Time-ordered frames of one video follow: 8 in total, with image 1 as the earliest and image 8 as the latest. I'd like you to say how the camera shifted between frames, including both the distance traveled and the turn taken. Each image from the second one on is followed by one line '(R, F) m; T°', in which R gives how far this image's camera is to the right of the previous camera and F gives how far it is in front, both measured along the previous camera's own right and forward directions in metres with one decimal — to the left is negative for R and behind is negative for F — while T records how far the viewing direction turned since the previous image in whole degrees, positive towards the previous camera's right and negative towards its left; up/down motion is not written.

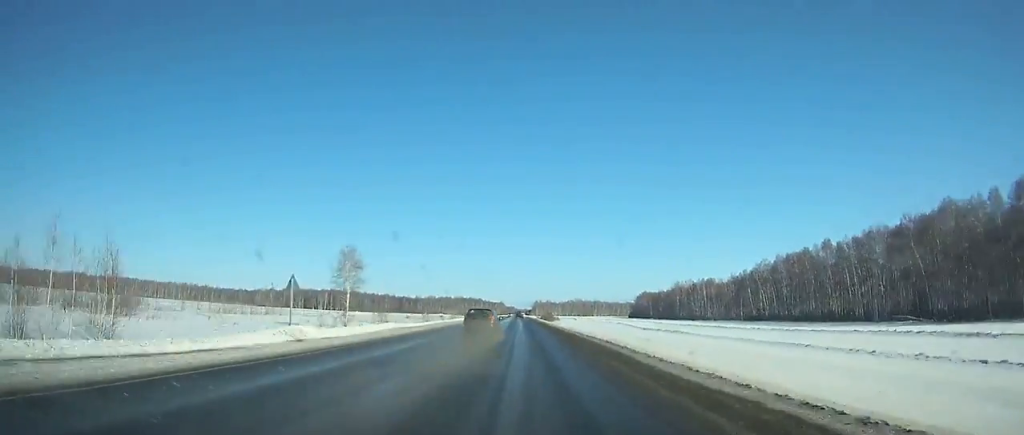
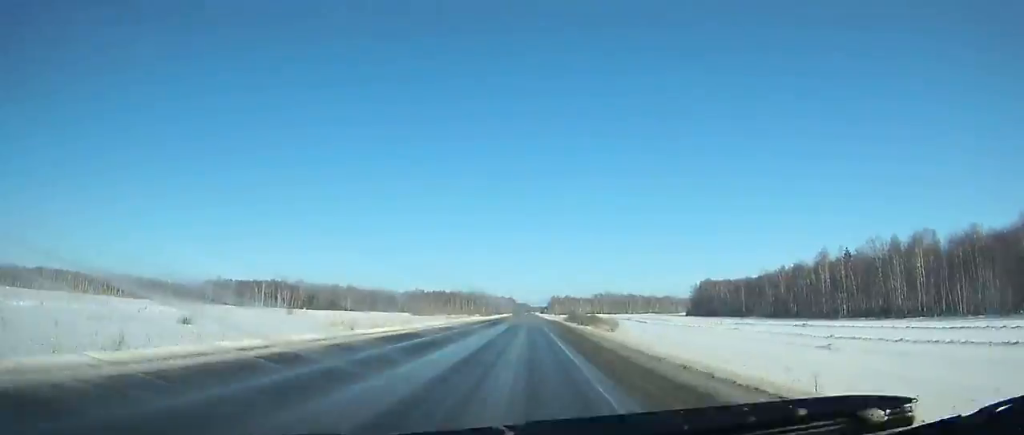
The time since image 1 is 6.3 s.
(-1.8, +162.9) m; -1°
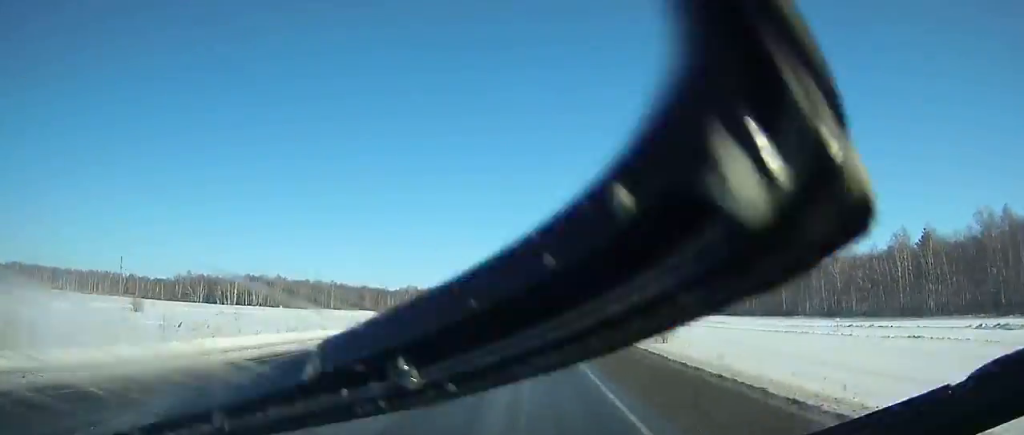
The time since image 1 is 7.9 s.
(-0.1, +40.7) m; 0°
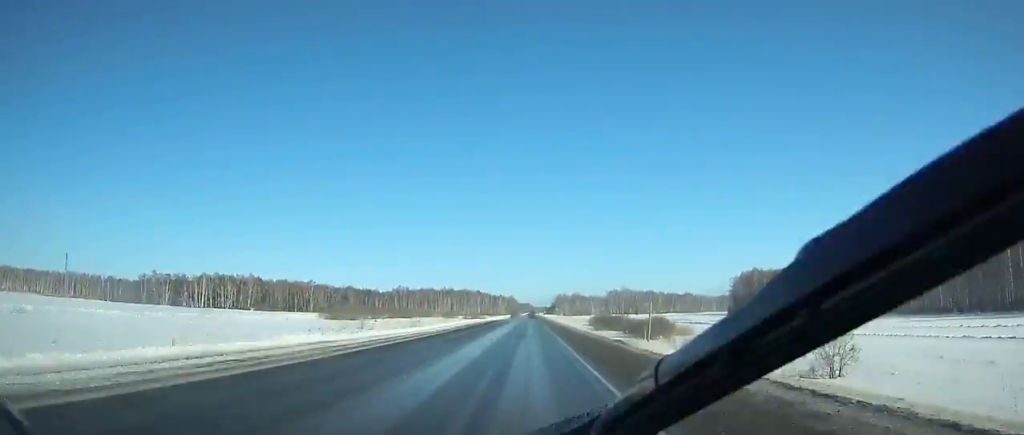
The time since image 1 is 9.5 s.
(0.0, +40.5) m; 0°
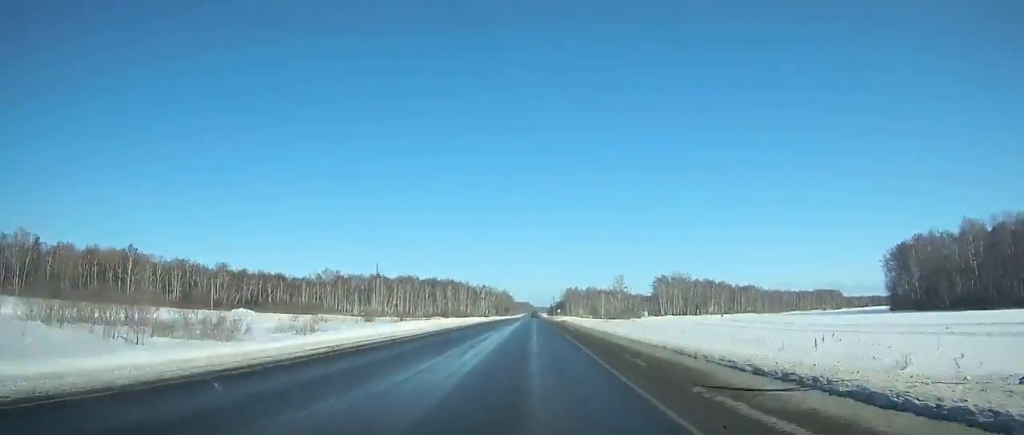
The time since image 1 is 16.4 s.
(+0.2, +171.3) m; 0°
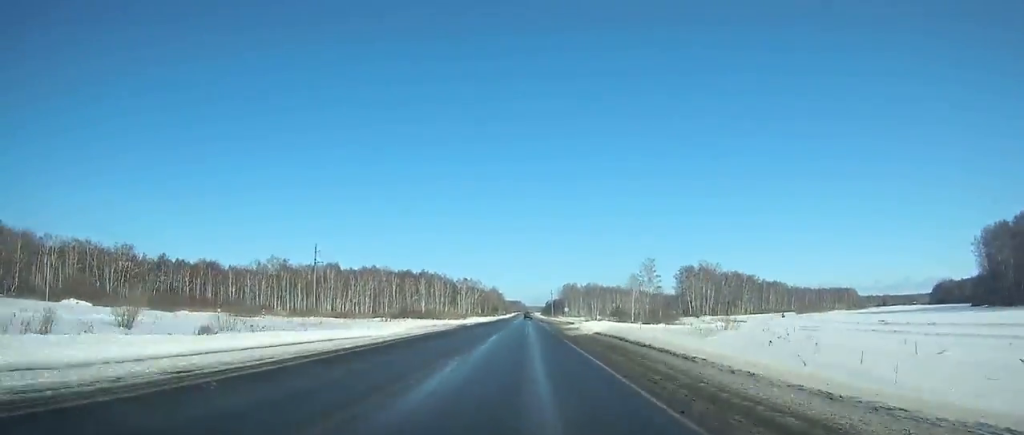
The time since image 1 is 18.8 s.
(+0.2, +58.9) m; 0°
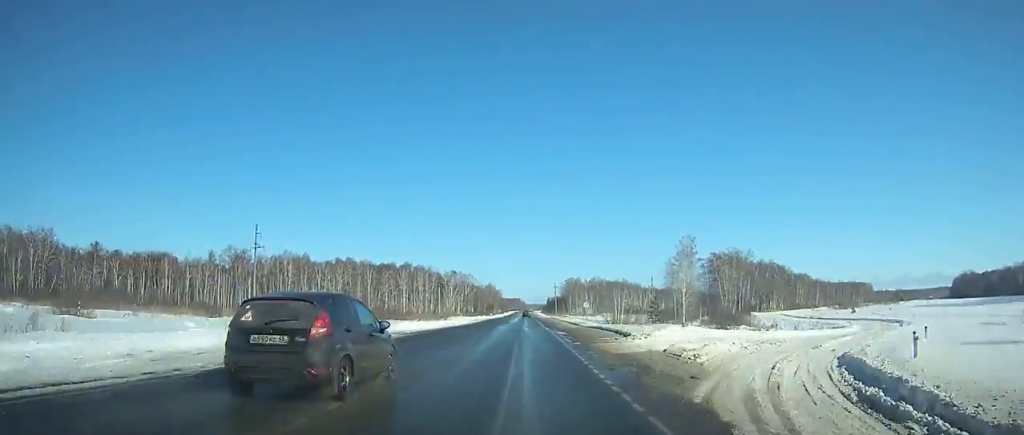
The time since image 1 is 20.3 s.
(+0.1, +36.8) m; 0°
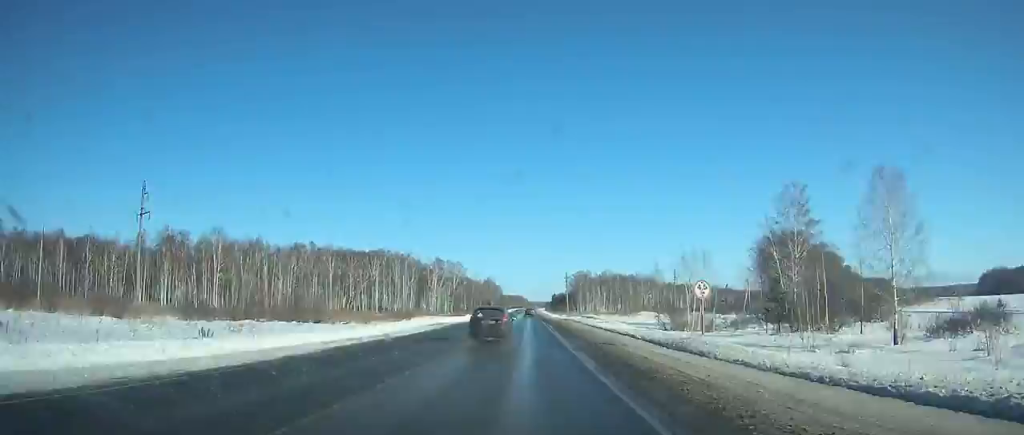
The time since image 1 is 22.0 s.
(0.0, +41.7) m; 0°
